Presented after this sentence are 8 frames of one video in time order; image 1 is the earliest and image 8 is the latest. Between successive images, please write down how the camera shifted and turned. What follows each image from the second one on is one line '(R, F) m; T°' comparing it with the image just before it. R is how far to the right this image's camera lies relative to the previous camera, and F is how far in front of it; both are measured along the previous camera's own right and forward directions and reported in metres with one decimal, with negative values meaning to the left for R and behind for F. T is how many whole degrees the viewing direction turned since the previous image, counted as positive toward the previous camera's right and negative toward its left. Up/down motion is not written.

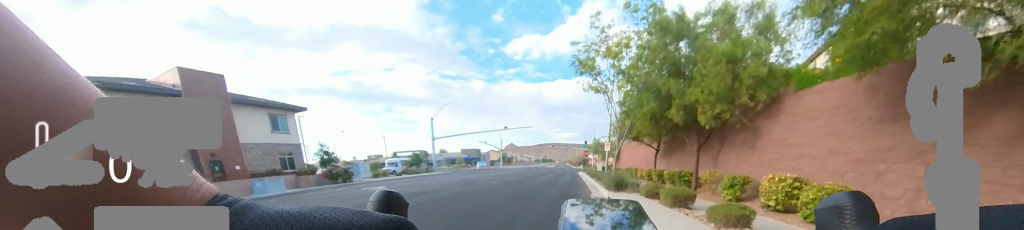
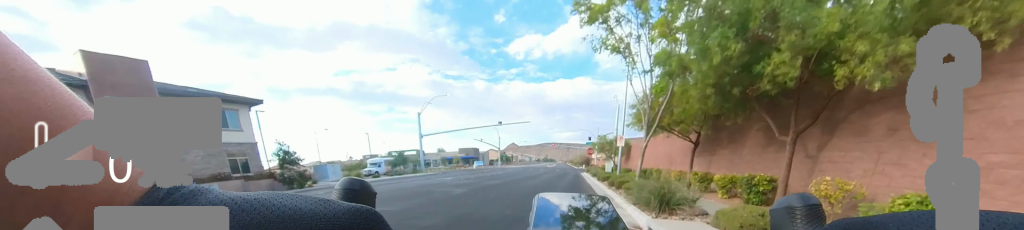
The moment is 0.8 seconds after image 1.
(-0.7, +4.9) m; -8°
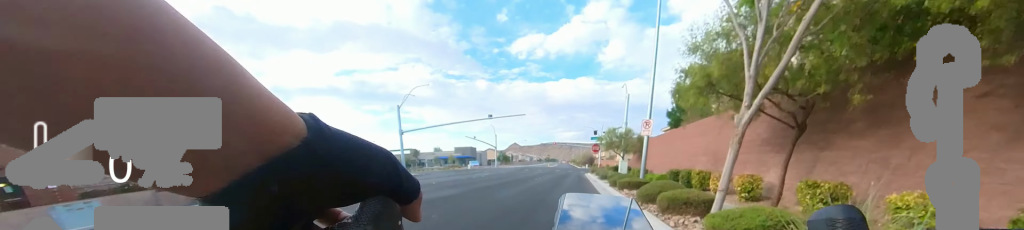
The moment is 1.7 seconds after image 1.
(-0.1, +5.8) m; -1°
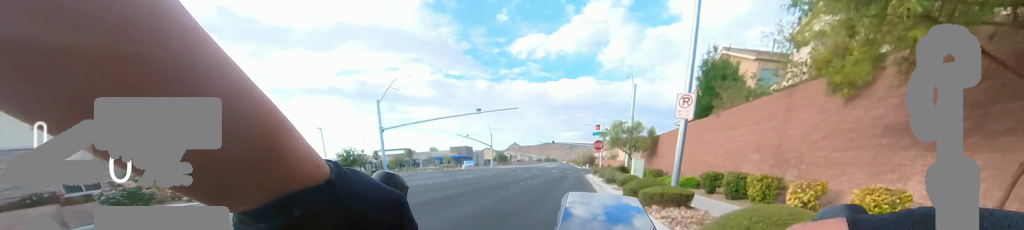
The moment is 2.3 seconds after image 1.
(0.0, +4.2) m; 0°
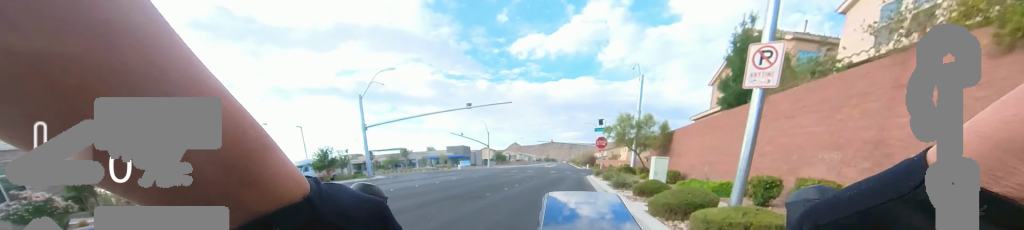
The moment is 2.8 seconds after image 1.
(0.0, +3.1) m; 0°
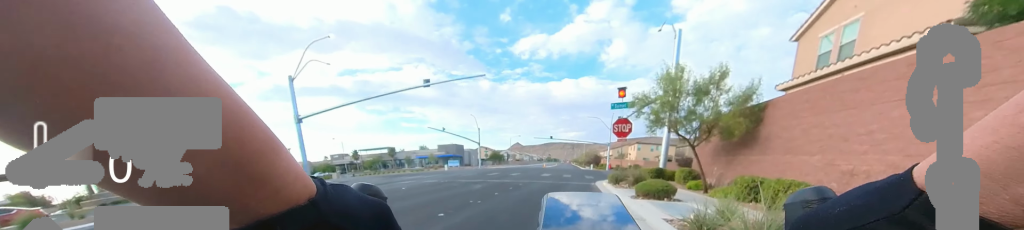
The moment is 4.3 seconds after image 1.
(0.0, +9.0) m; 0°
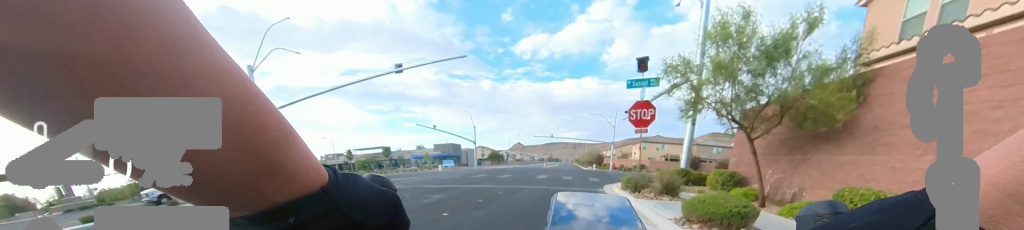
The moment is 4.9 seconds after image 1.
(0.0, +3.7) m; 0°
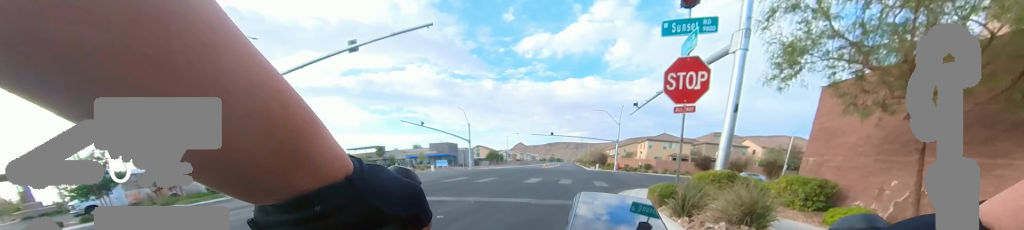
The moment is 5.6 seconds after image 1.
(0.0, +4.2) m; 0°
